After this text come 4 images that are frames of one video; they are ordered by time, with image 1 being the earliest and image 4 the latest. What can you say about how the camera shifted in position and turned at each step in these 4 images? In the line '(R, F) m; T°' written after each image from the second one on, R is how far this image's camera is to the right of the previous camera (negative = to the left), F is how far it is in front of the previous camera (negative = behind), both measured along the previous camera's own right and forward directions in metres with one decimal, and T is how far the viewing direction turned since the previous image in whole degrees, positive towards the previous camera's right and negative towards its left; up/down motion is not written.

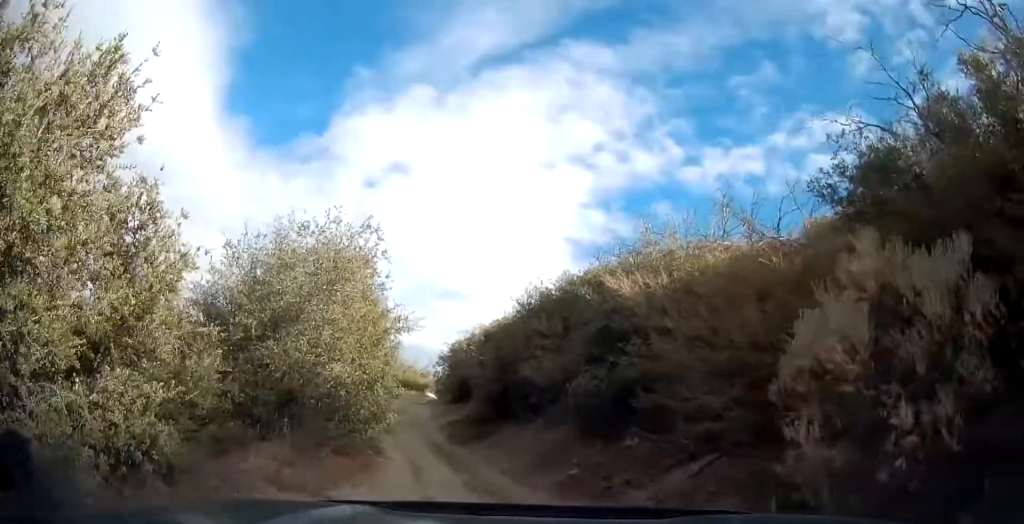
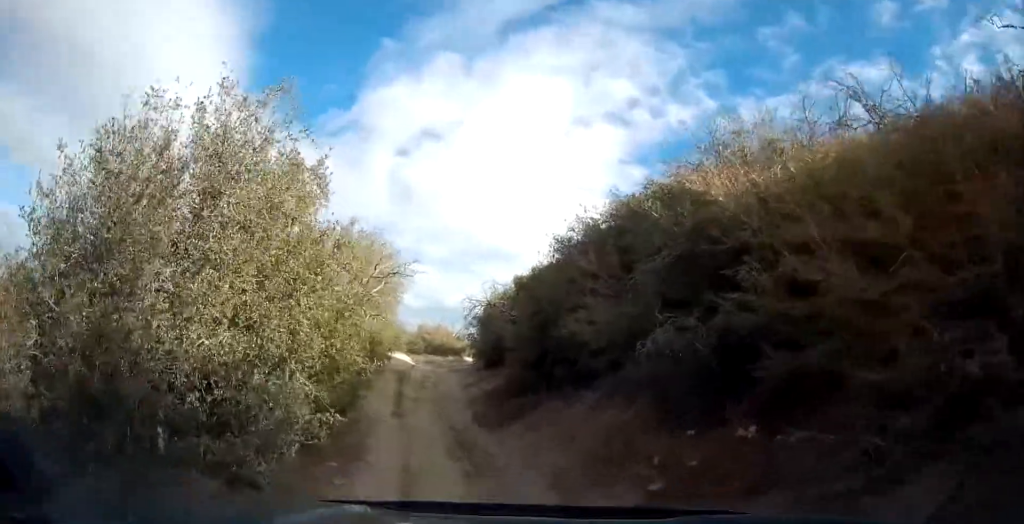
(+0.1, +5.1) m; +1°
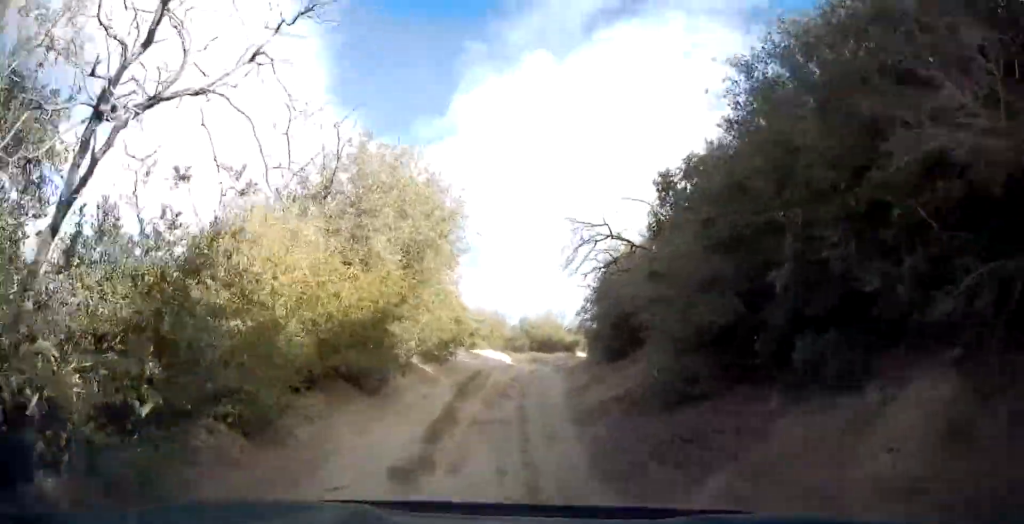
(-0.6, +8.7) m; -9°
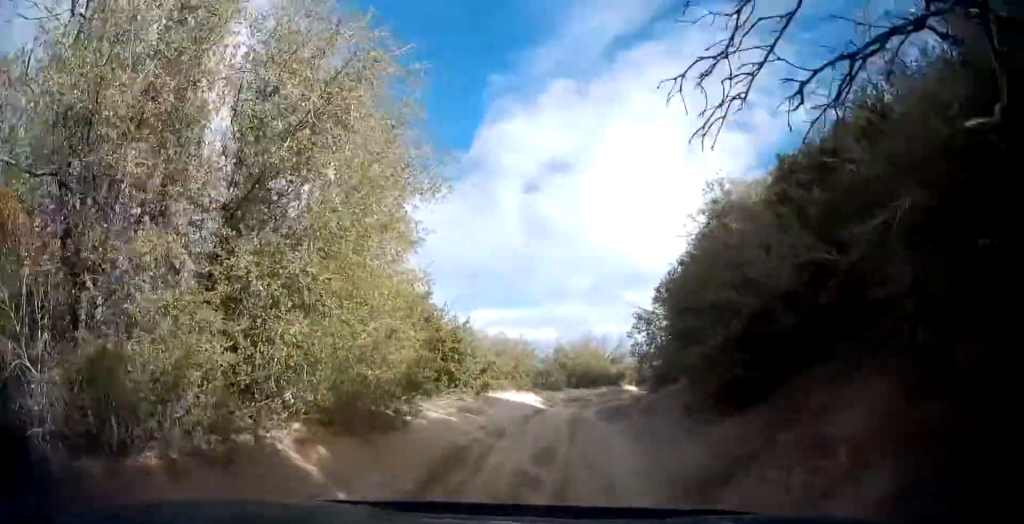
(-0.6, +8.5) m; -7°
